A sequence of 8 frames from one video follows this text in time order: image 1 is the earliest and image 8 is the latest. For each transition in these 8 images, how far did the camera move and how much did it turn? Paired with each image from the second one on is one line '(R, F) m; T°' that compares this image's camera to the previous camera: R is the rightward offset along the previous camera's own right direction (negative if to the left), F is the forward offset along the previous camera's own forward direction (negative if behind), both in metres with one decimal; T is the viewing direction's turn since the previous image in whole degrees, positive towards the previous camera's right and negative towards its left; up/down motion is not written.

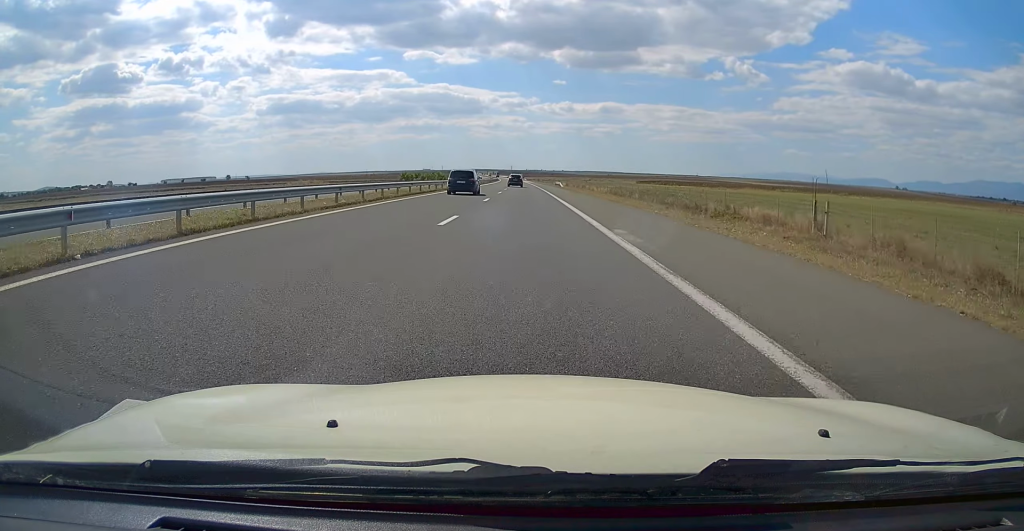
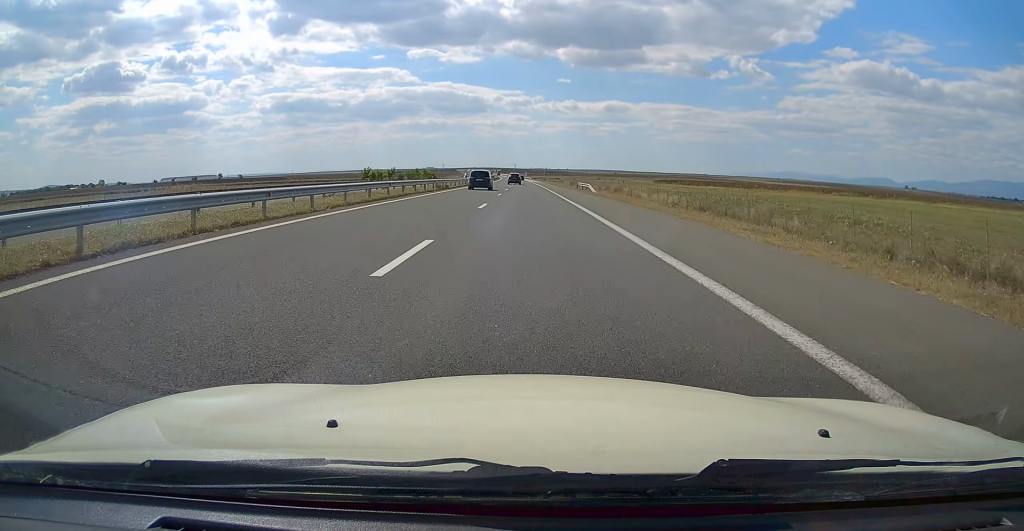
(-0.5, +39.8) m; -1°
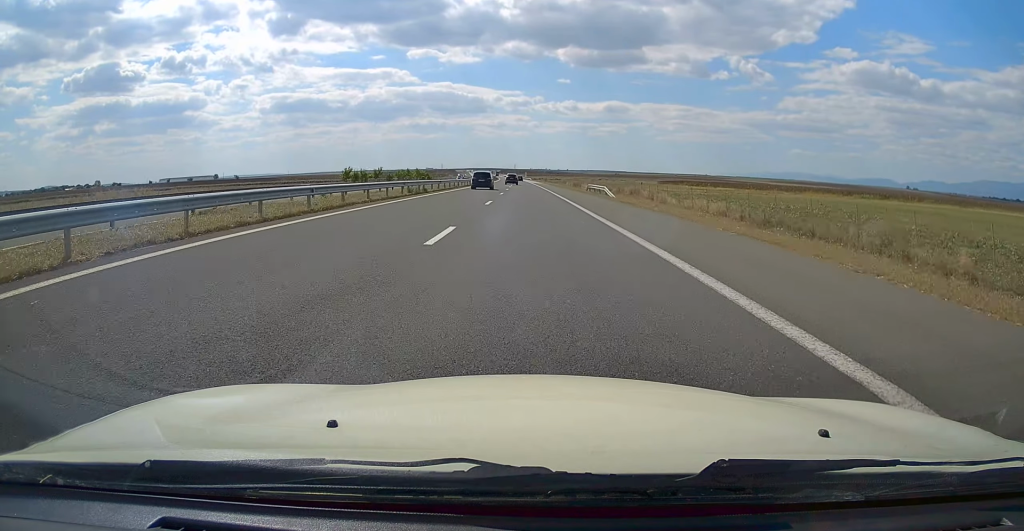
(0.0, +12.3) m; 0°
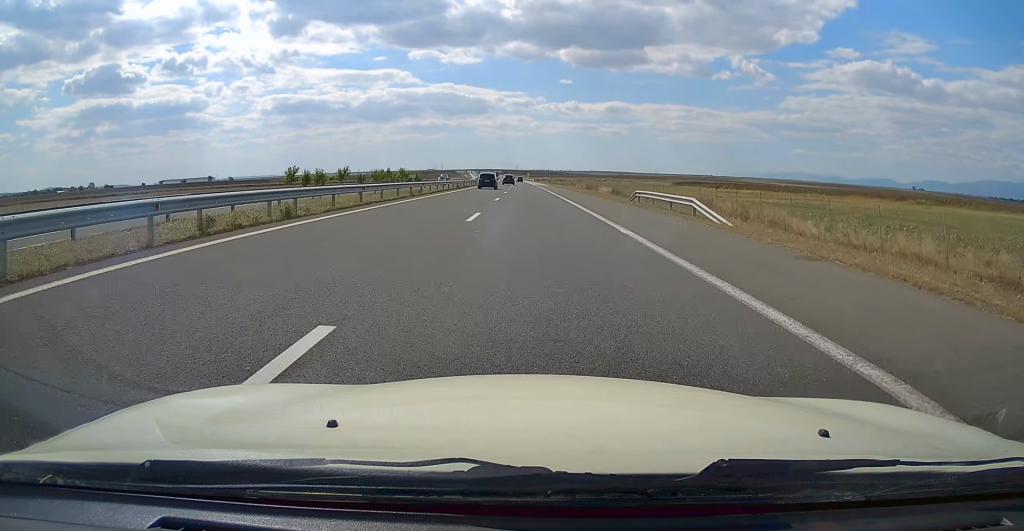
(0.0, +25.6) m; 0°
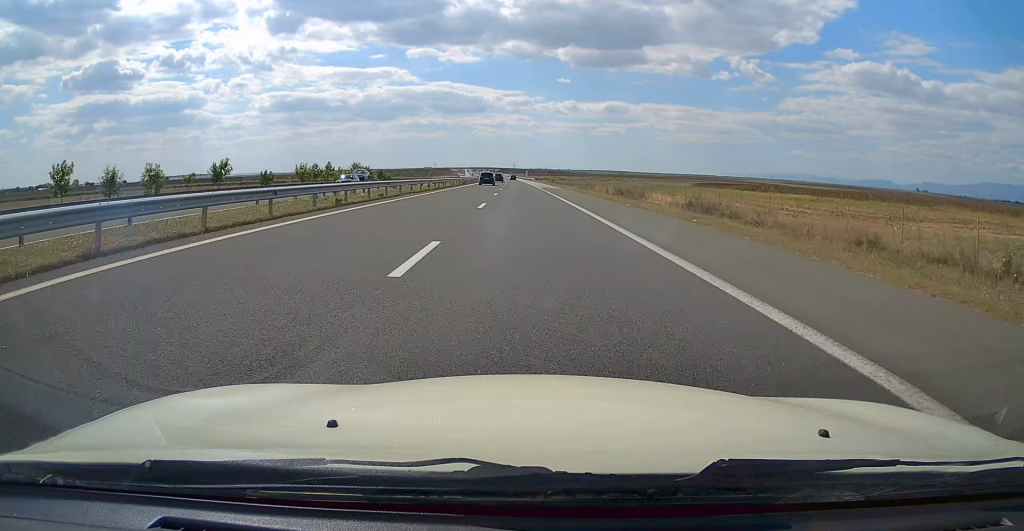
(0.0, +41.6) m; 0°
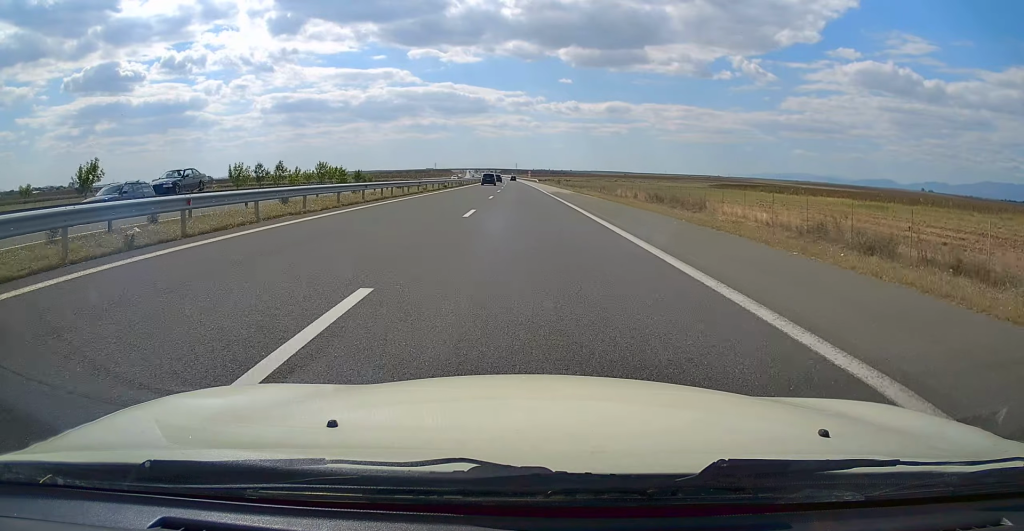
(0.0, +20.8) m; 0°
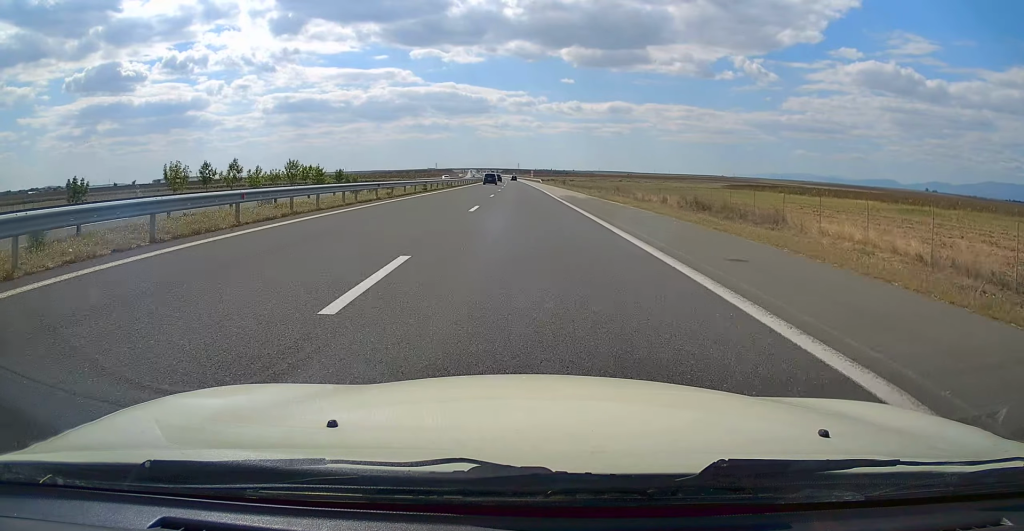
(0.0, +13.2) m; 0°
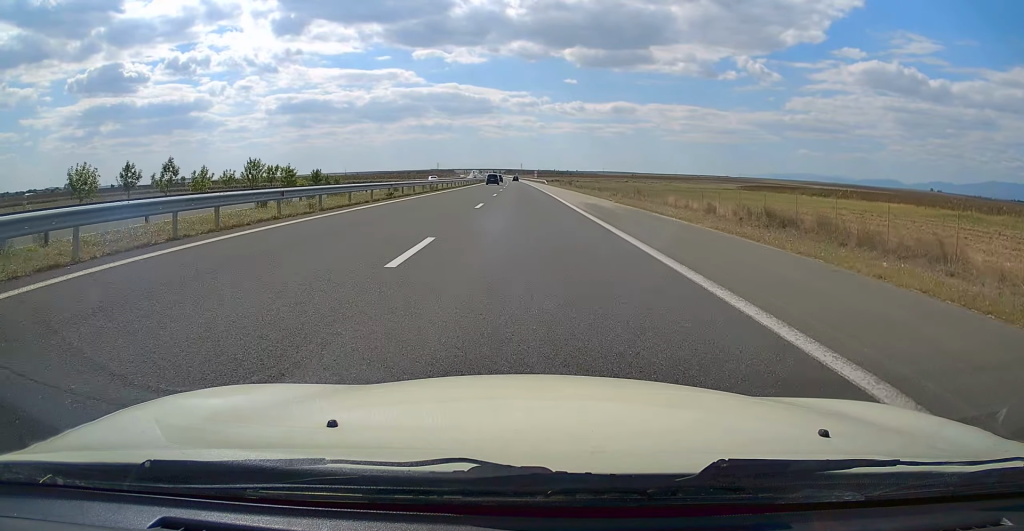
(0.0, +13.2) m; 0°
